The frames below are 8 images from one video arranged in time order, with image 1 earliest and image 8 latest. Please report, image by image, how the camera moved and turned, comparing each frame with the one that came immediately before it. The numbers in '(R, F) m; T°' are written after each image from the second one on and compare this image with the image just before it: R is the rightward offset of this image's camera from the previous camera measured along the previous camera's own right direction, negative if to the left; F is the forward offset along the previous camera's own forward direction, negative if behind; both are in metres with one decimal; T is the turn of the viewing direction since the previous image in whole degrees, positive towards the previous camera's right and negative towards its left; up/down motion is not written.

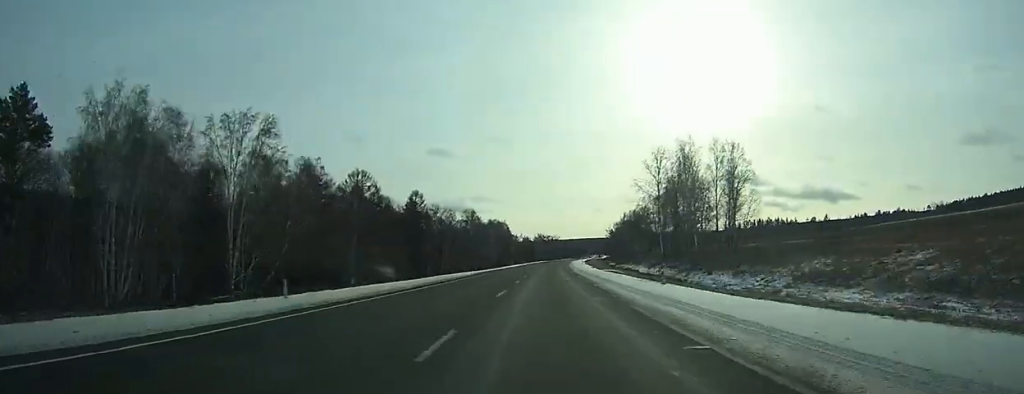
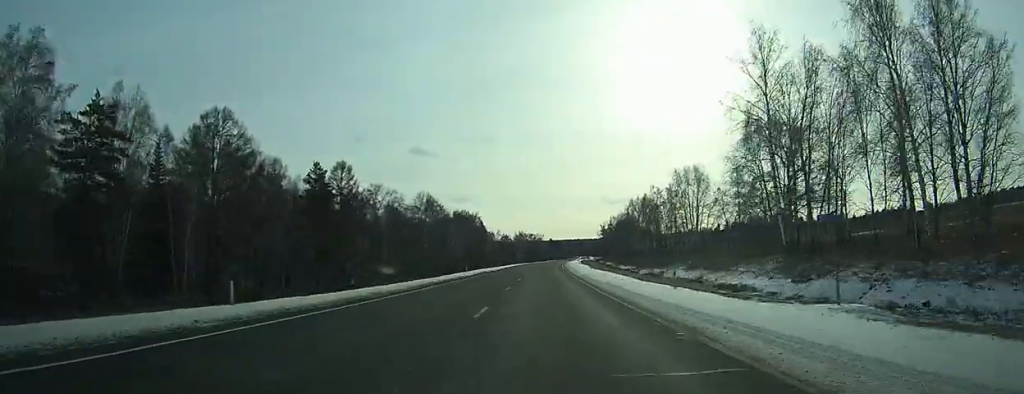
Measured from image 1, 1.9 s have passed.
(+0.8, +55.7) m; +2°
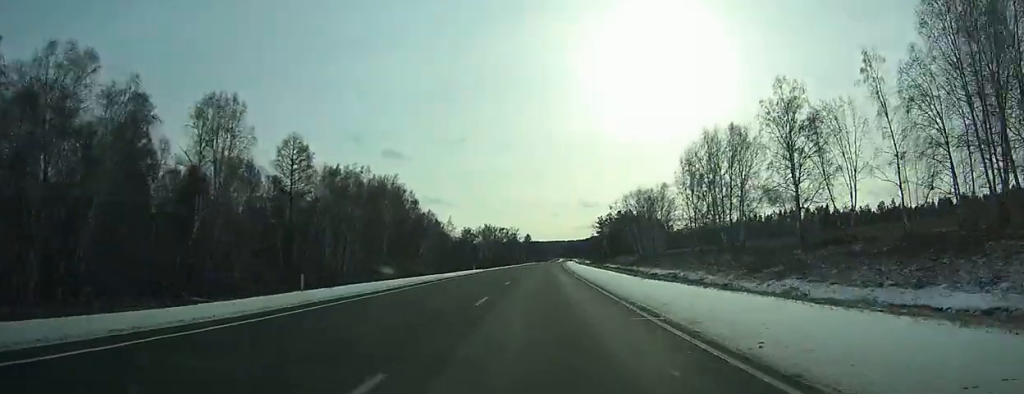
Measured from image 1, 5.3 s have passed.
(+2.0, +91.6) m; +2°
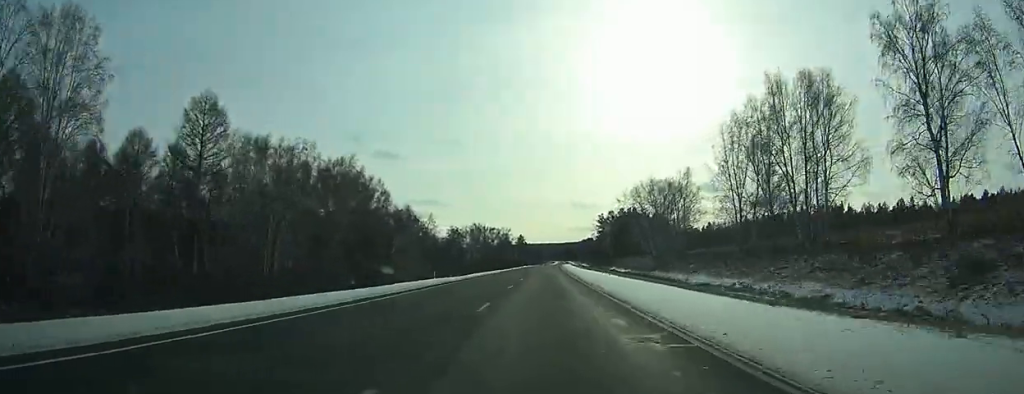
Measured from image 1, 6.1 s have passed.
(+0.1, +23.4) m; +1°
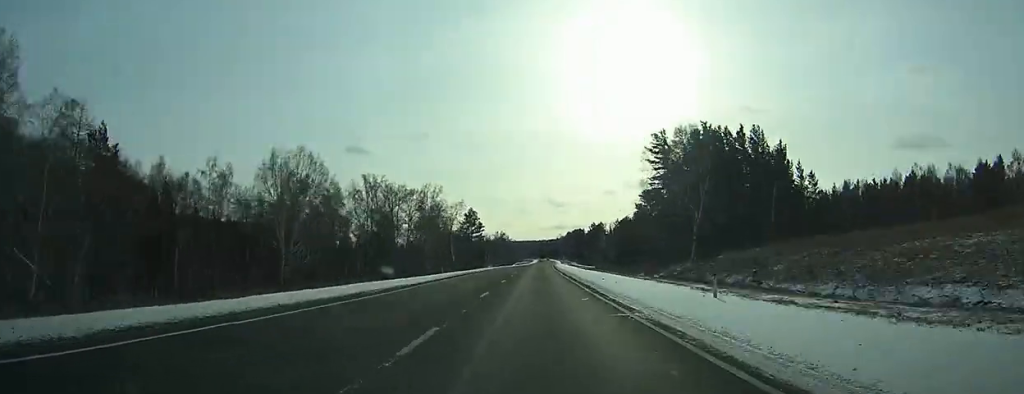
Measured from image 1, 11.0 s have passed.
(+3.2, +137.4) m; +2°
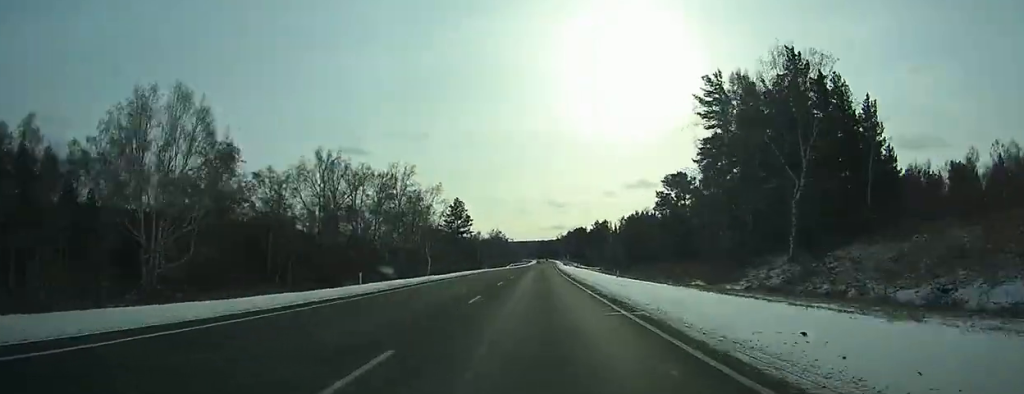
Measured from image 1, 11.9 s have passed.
(0.0, +26.3) m; 0°
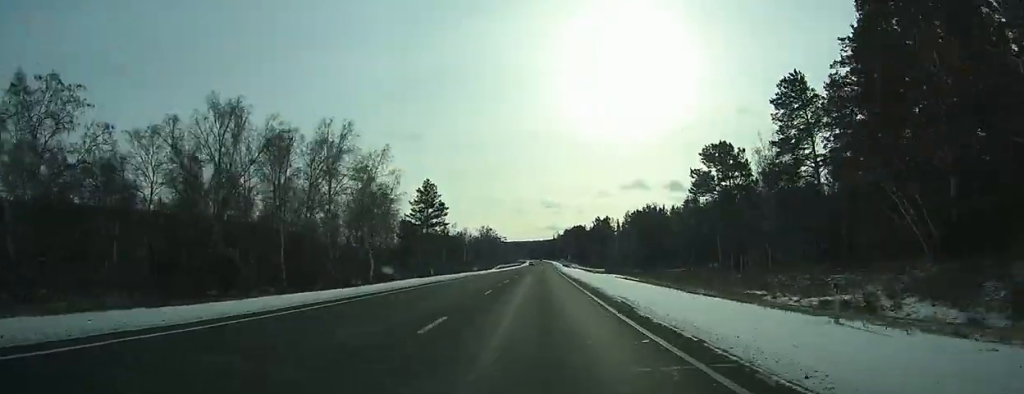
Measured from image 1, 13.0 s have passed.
(+0.1, +28.8) m; 0°
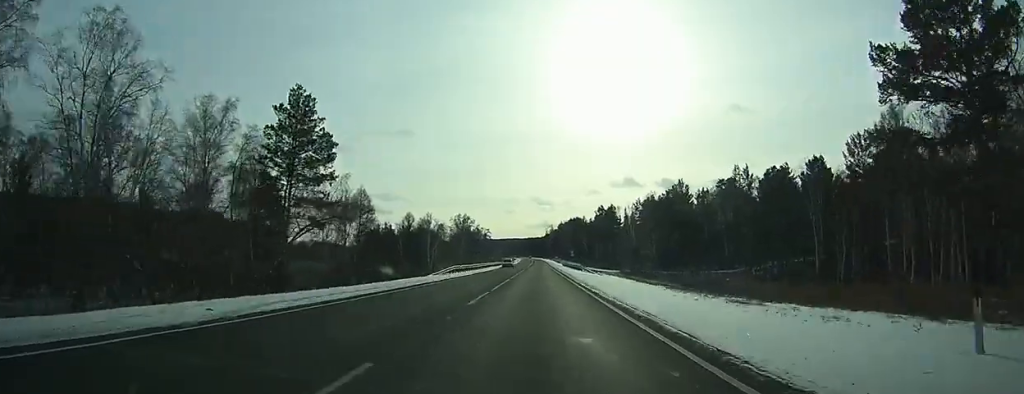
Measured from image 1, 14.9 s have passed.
(+0.2, +49.5) m; +1°
